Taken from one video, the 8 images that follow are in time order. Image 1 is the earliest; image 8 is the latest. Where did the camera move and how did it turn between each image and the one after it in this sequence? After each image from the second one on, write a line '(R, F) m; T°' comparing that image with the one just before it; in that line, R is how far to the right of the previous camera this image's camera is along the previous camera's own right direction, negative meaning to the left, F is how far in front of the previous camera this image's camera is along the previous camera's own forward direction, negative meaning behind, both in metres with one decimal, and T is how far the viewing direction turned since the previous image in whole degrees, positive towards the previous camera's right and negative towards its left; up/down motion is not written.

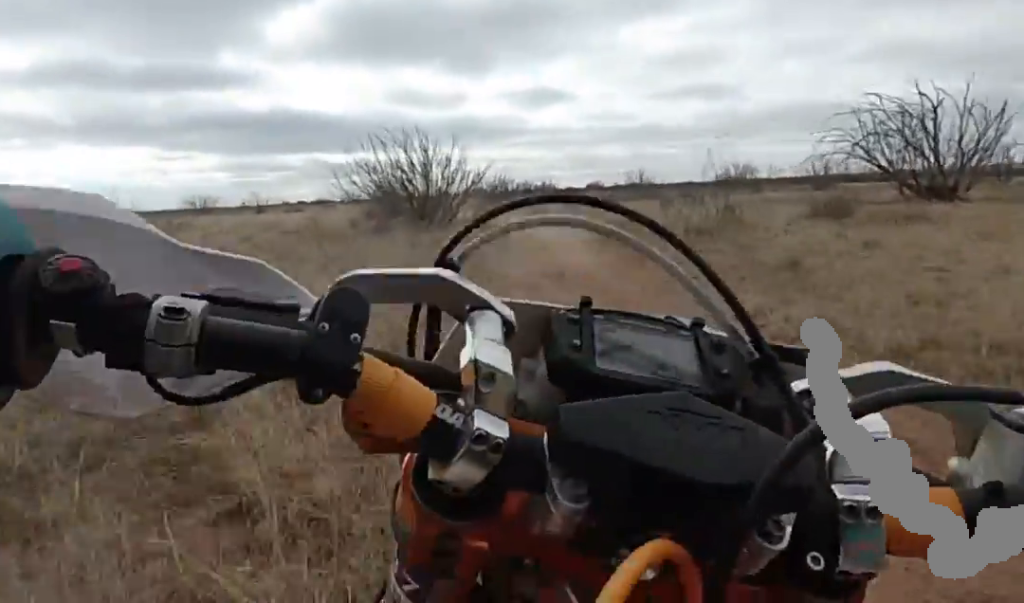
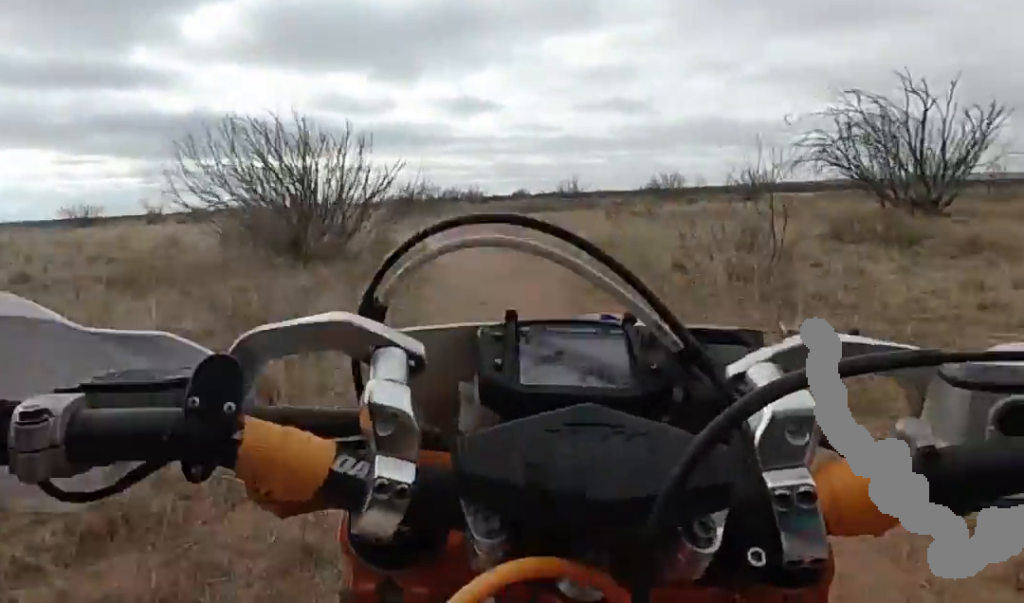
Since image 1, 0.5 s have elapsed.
(-0.6, +5.9) m; -4°
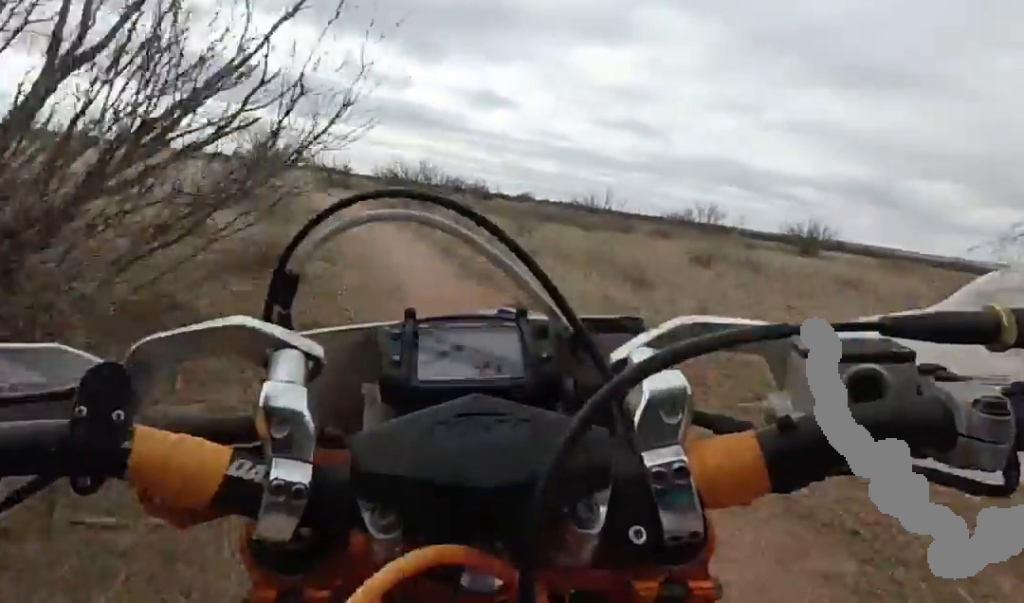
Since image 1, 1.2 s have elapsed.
(-0.3, +8.1) m; -2°
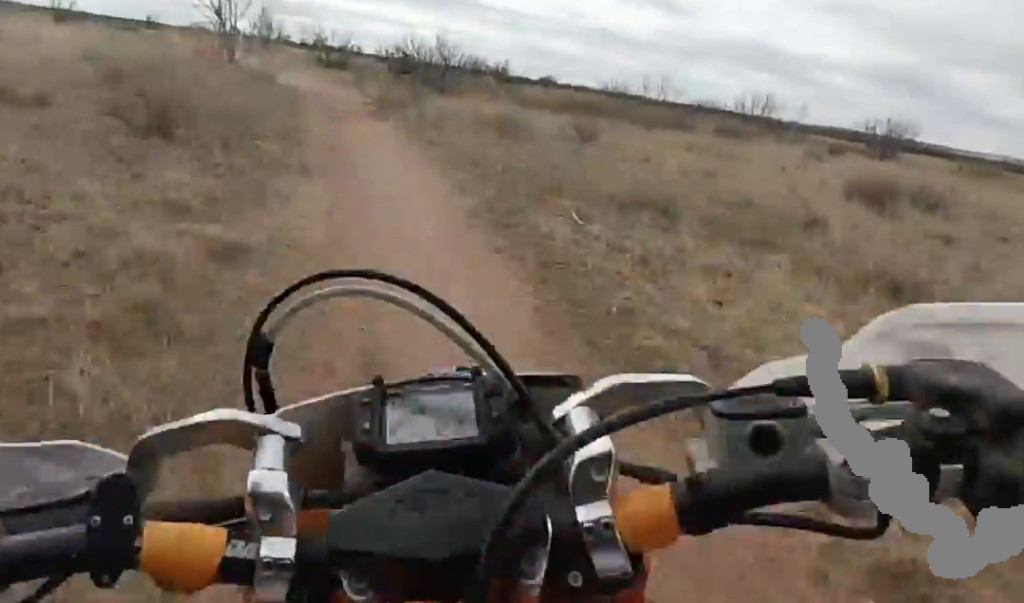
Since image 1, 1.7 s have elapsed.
(0.0, +5.3) m; 0°
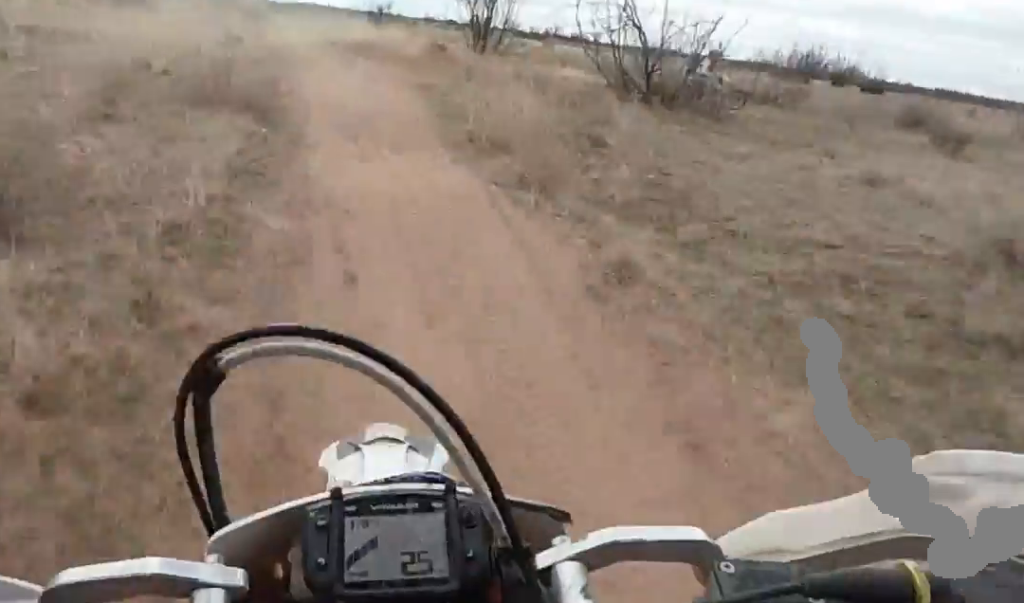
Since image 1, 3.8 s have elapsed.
(0.0, +20.8) m; -2°
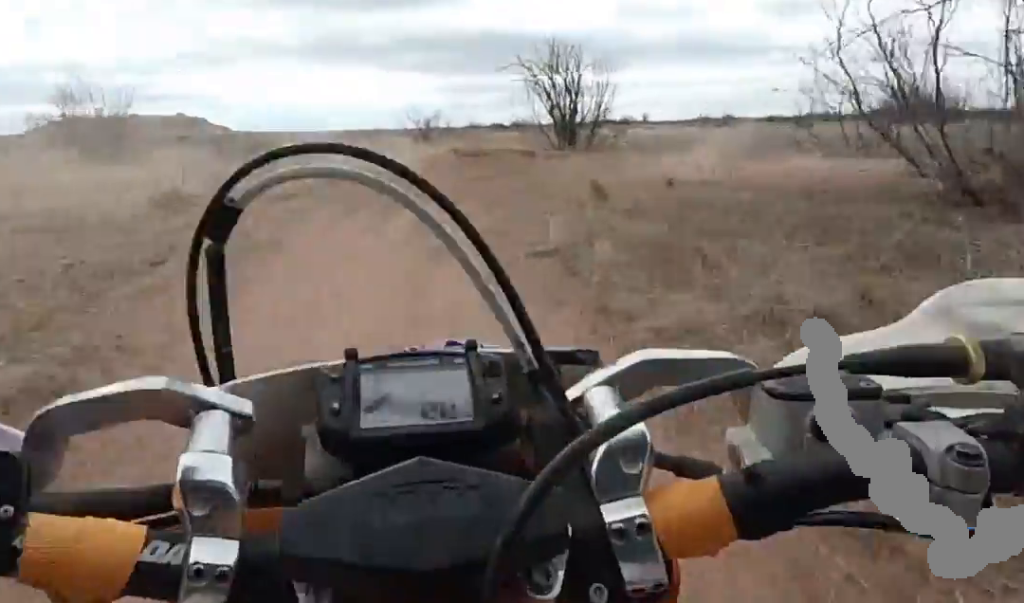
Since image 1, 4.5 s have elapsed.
(-0.2, +5.7) m; -2°
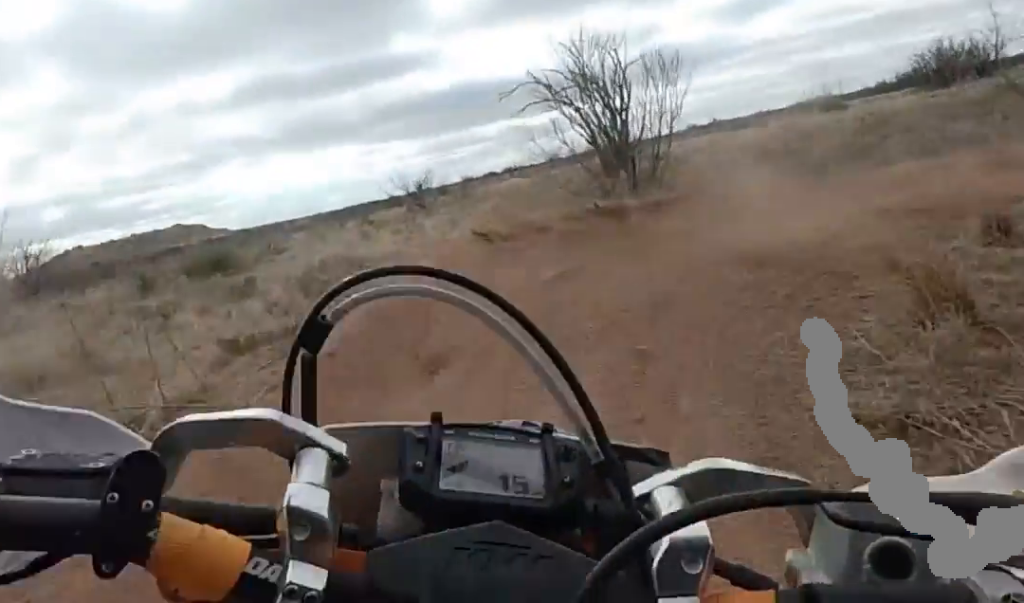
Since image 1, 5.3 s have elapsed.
(-0.1, +4.8) m; +22°
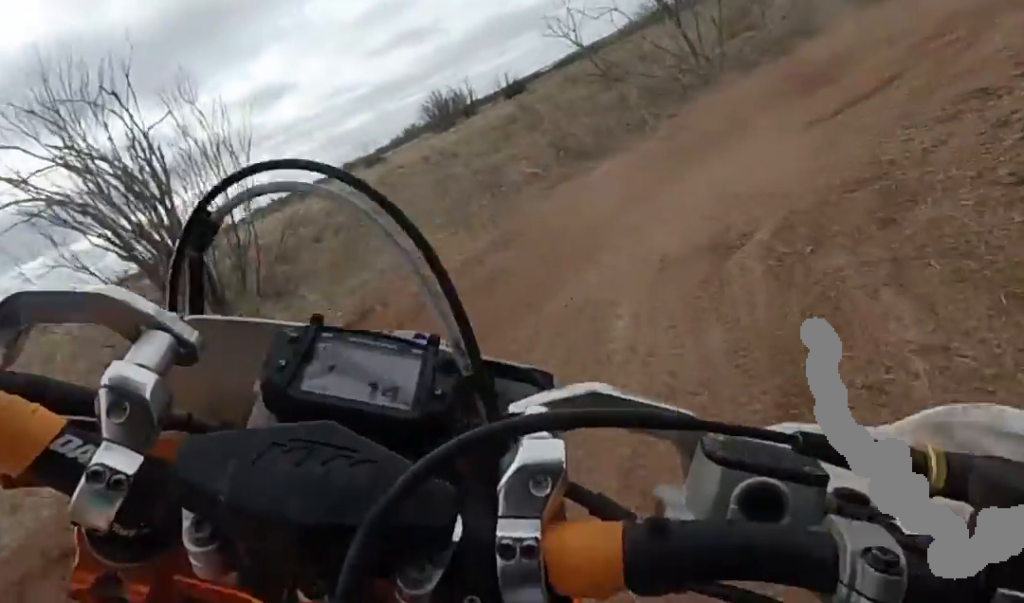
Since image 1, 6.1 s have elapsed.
(+0.7, +3.3) m; +46°
